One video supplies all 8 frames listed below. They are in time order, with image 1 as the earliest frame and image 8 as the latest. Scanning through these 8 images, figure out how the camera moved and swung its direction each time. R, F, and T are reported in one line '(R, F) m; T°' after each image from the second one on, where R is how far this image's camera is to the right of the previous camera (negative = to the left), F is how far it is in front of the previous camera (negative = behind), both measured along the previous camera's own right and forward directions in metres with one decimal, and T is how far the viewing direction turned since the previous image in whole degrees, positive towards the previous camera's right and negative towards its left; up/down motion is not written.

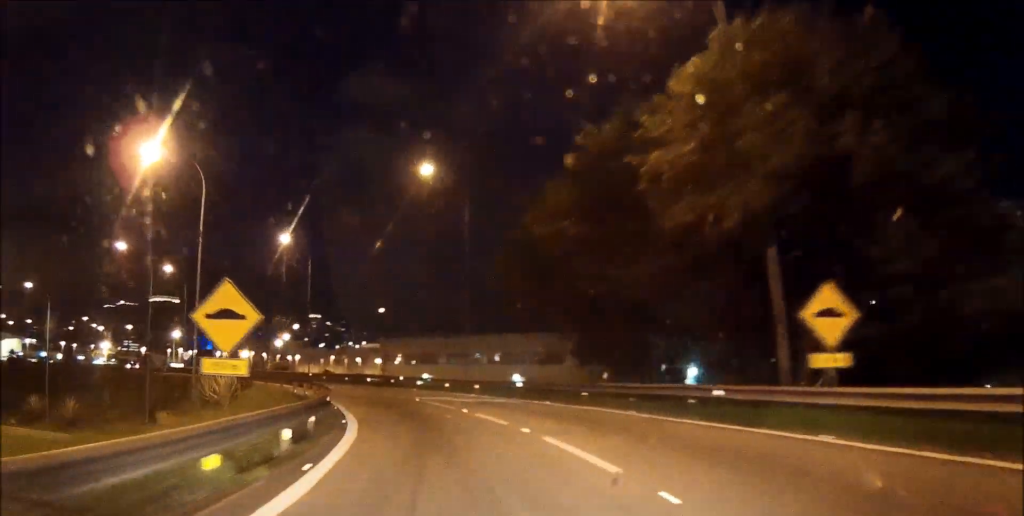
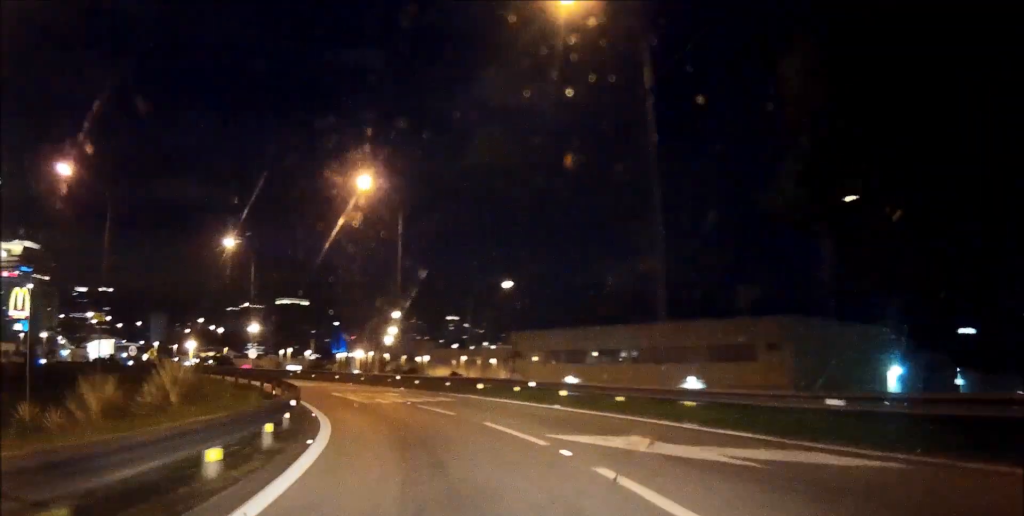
(-0.9, +20.3) m; -10°
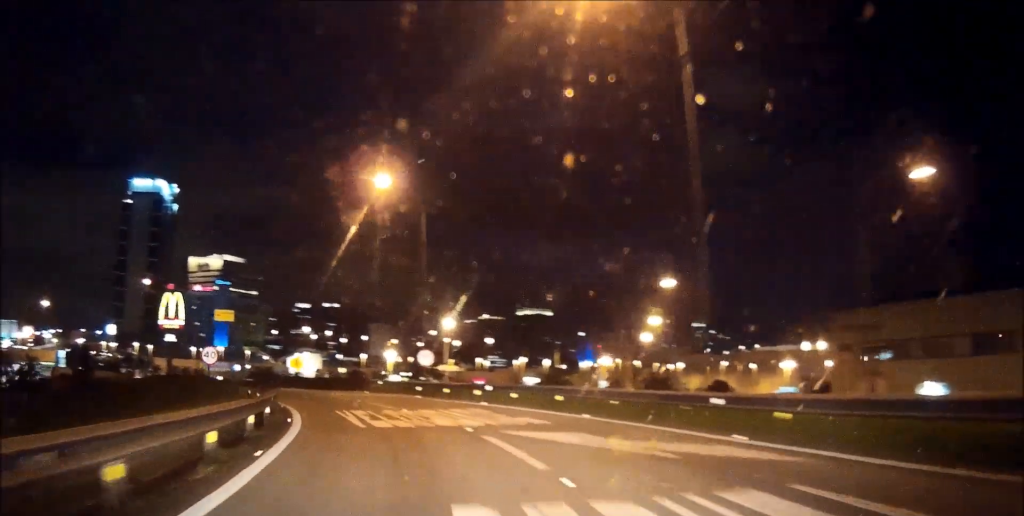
(-5.2, +25.9) m; -18°
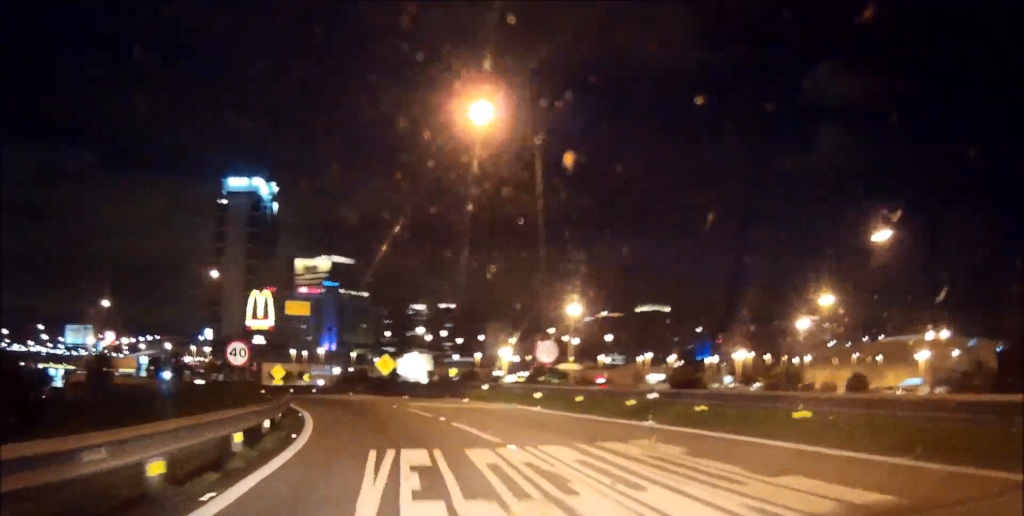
(-0.1, +11.5) m; -7°
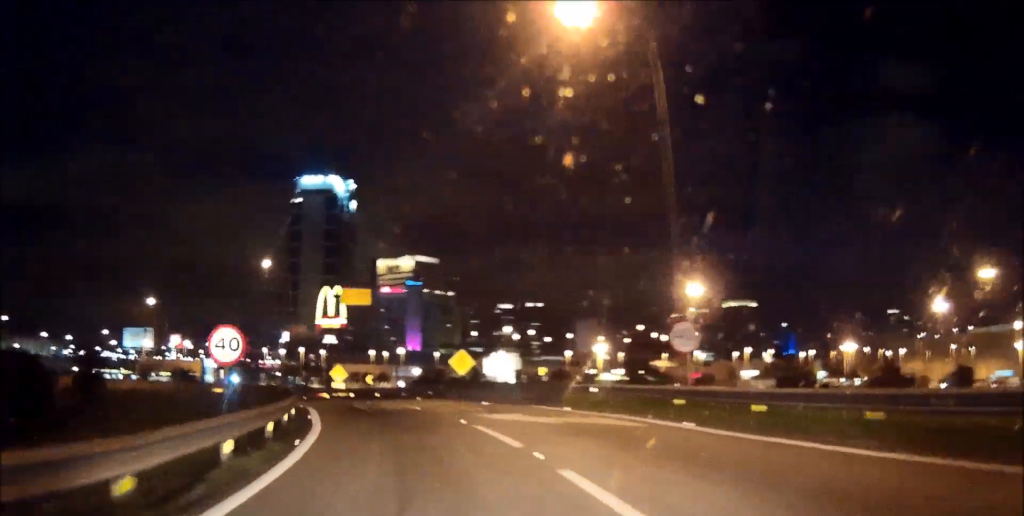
(-0.5, +9.2) m; -7°
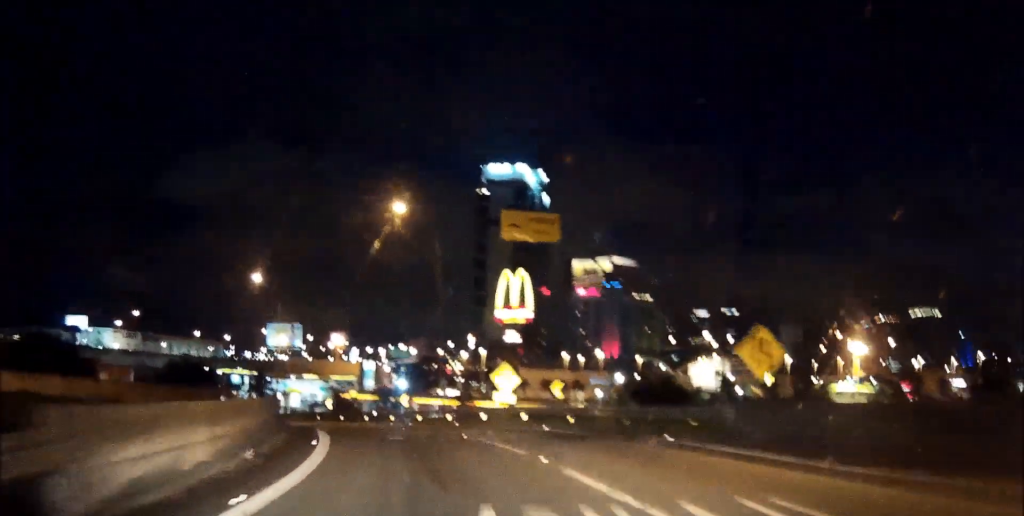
(-4.1, +22.2) m; -21°
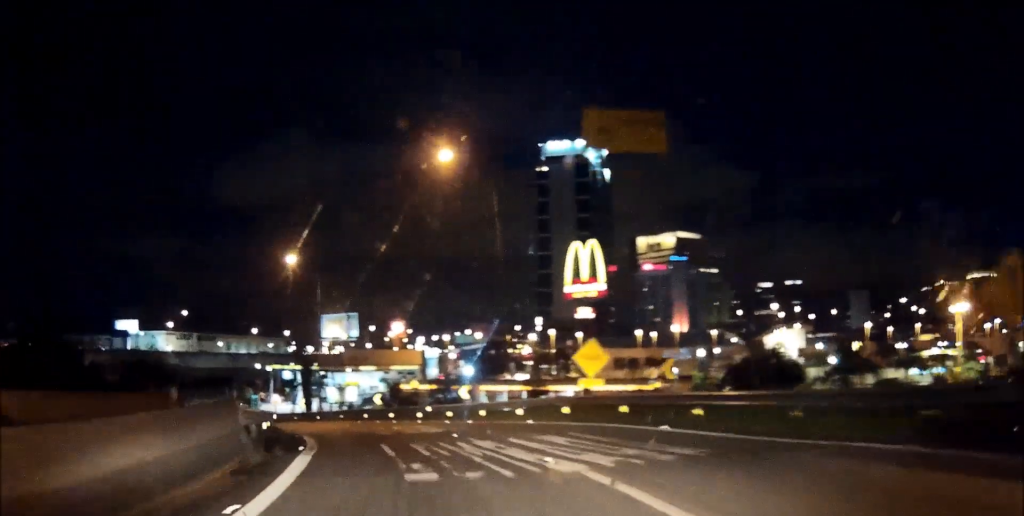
(-0.6, +7.8) m; -5°
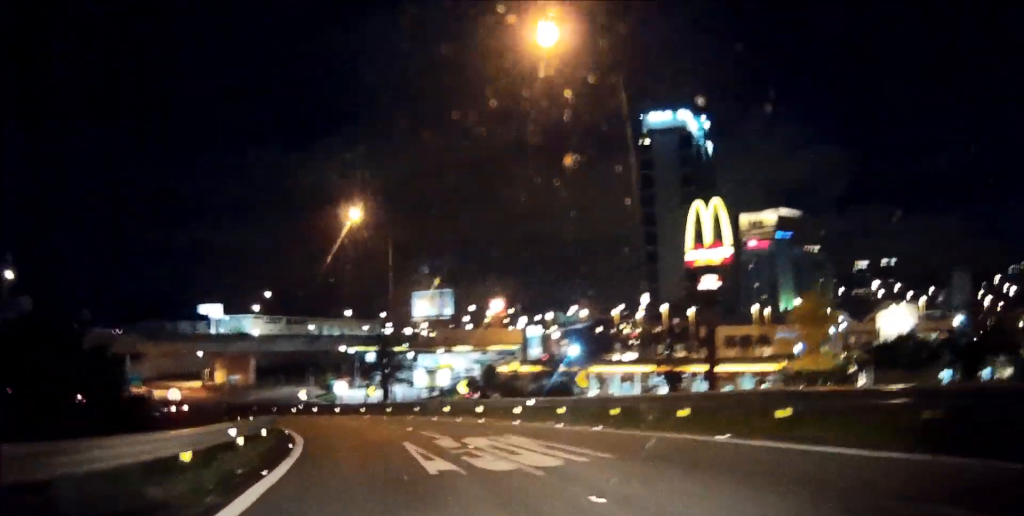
(-1.0, +11.3) m; -6°
